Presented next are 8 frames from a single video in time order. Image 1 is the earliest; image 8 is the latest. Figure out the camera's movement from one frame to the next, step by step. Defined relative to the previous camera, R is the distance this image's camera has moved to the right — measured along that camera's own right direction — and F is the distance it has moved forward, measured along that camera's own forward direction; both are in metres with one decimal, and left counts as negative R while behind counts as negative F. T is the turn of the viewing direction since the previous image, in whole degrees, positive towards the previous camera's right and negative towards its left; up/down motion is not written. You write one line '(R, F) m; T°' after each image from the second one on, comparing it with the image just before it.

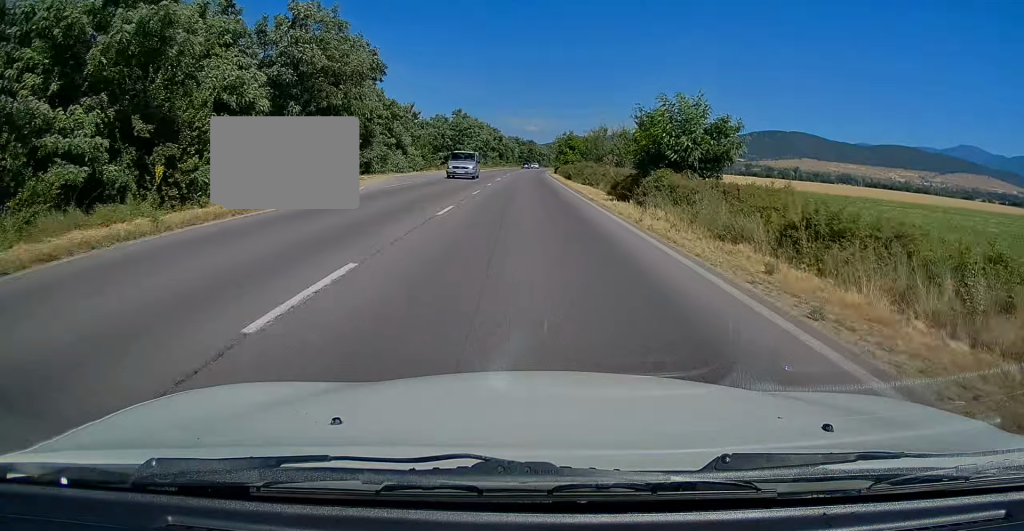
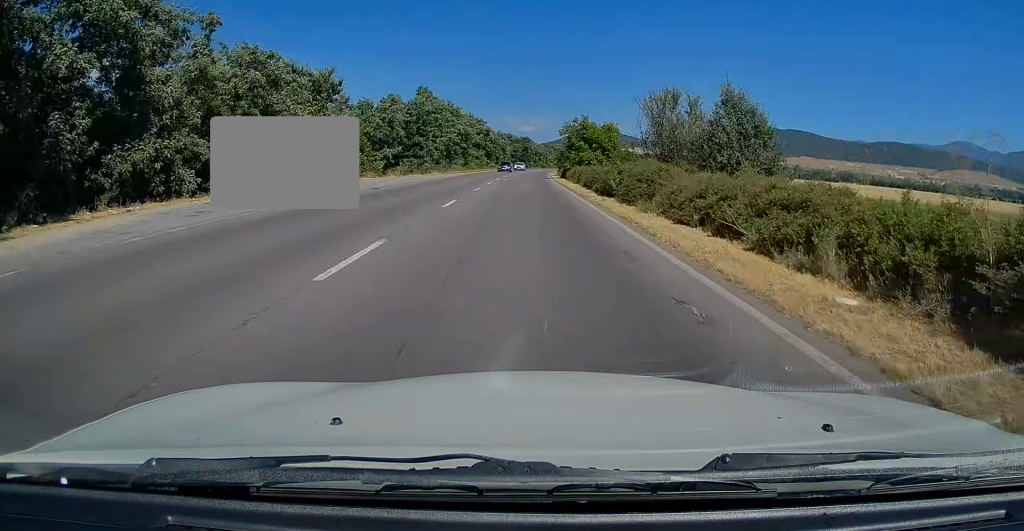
(+0.1, +27.0) m; 0°
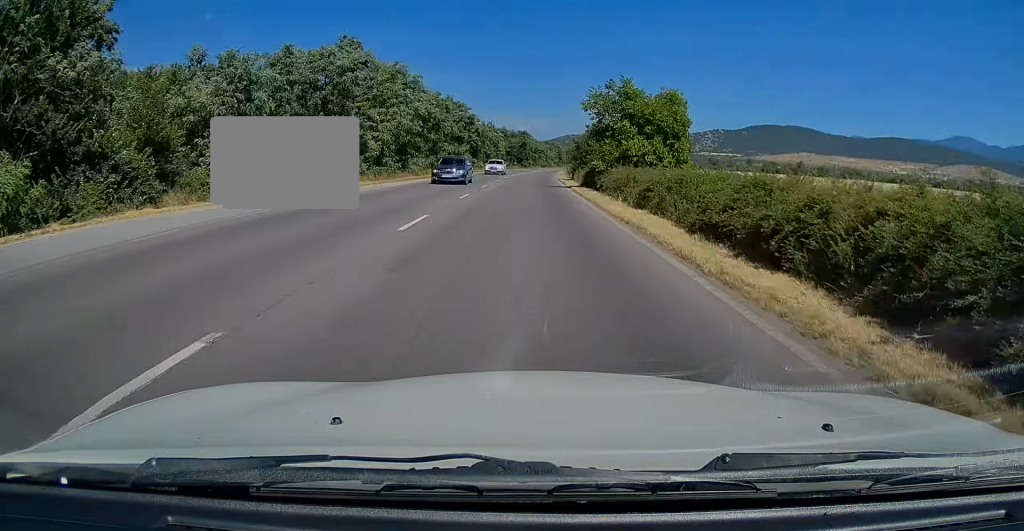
(0.0, +25.2) m; +1°
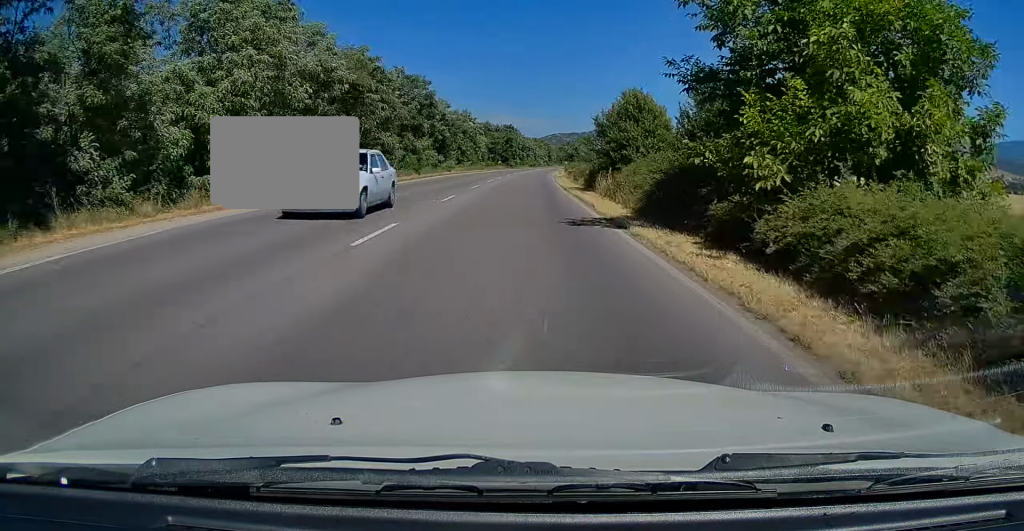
(+0.2, +21.9) m; +1°
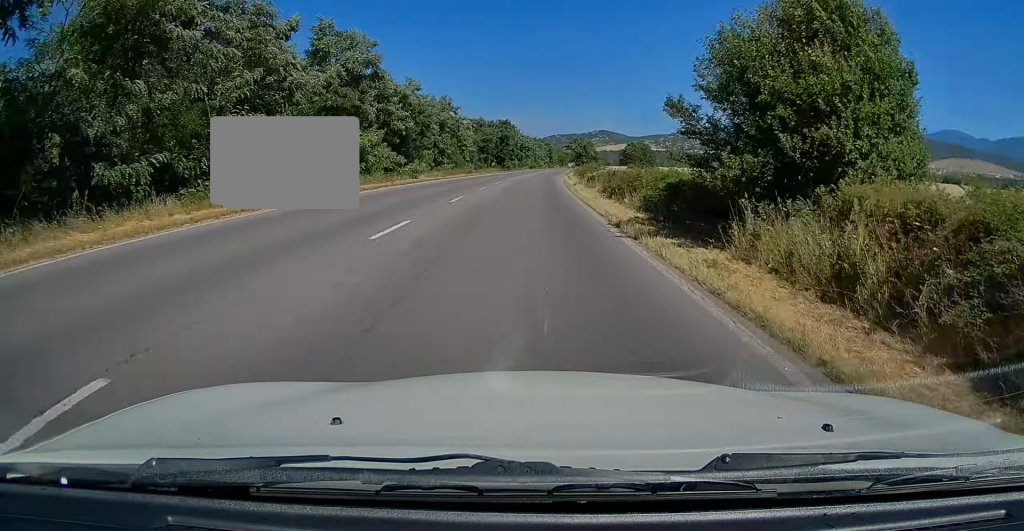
(0.0, +18.6) m; 0°
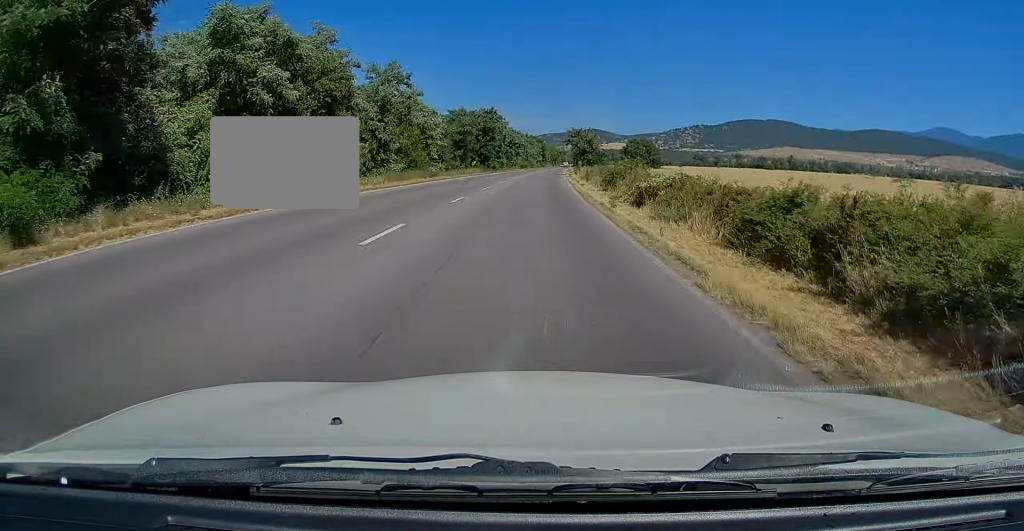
(+0.2, +20.2) m; 0°
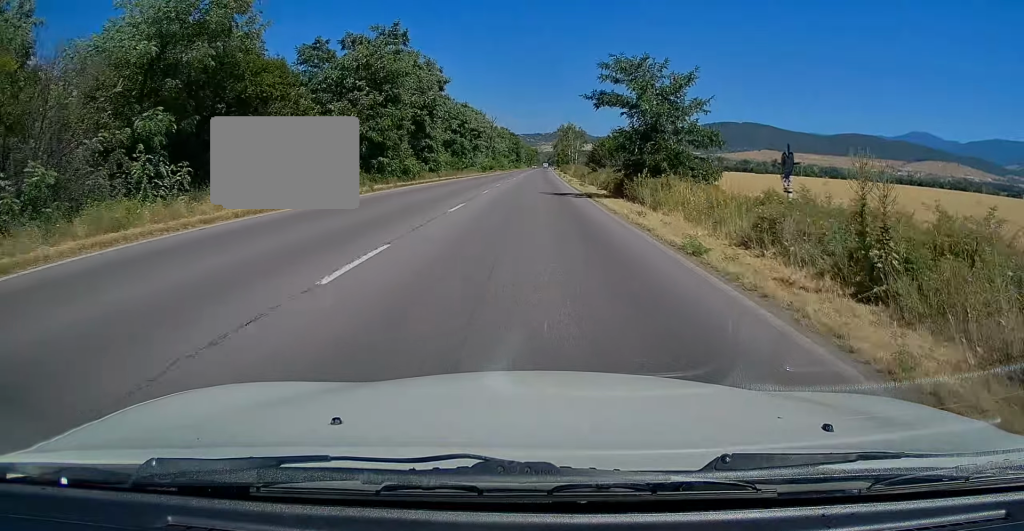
(+1.0, +51.8) m; +2°
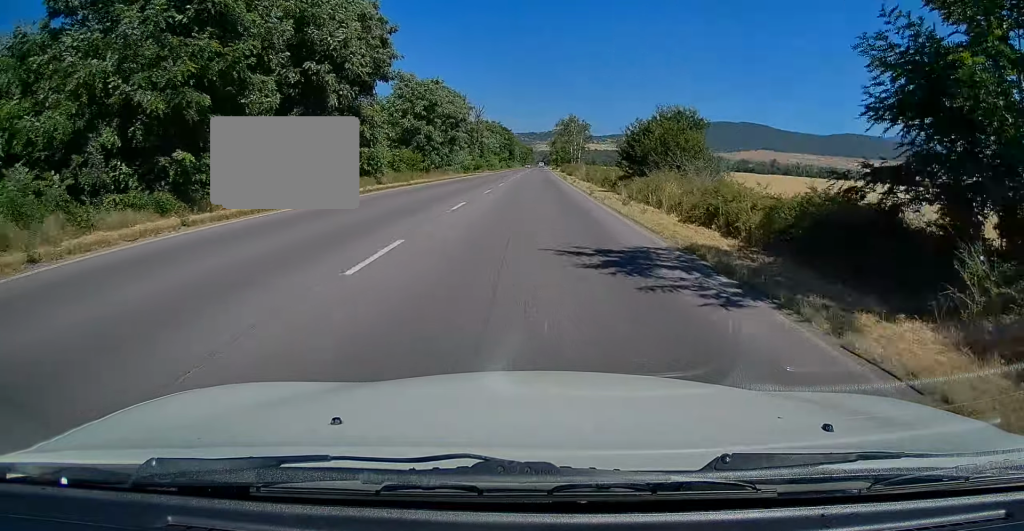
(0.0, +19.4) m; 0°
